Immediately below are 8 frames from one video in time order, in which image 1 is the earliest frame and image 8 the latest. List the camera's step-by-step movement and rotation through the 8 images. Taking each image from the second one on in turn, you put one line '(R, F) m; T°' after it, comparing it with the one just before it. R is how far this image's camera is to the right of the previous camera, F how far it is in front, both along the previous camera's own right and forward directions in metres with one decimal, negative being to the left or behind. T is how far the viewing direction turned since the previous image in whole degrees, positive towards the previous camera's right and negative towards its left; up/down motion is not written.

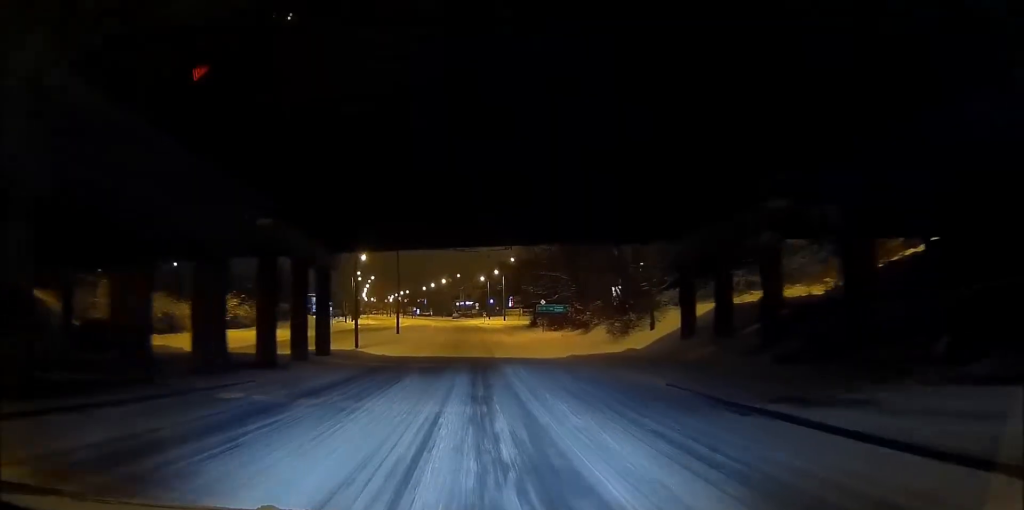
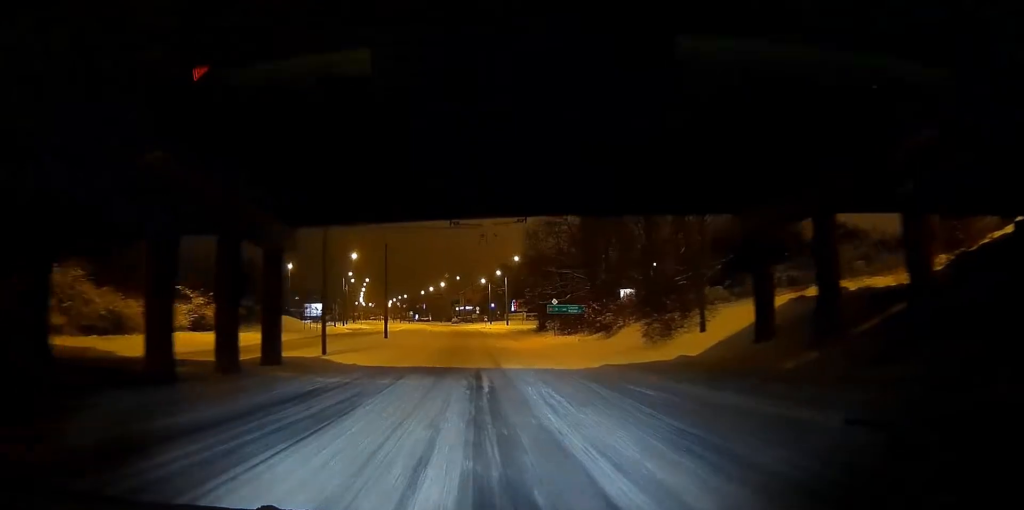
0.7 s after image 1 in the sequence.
(+0.1, +9.2) m; 0°
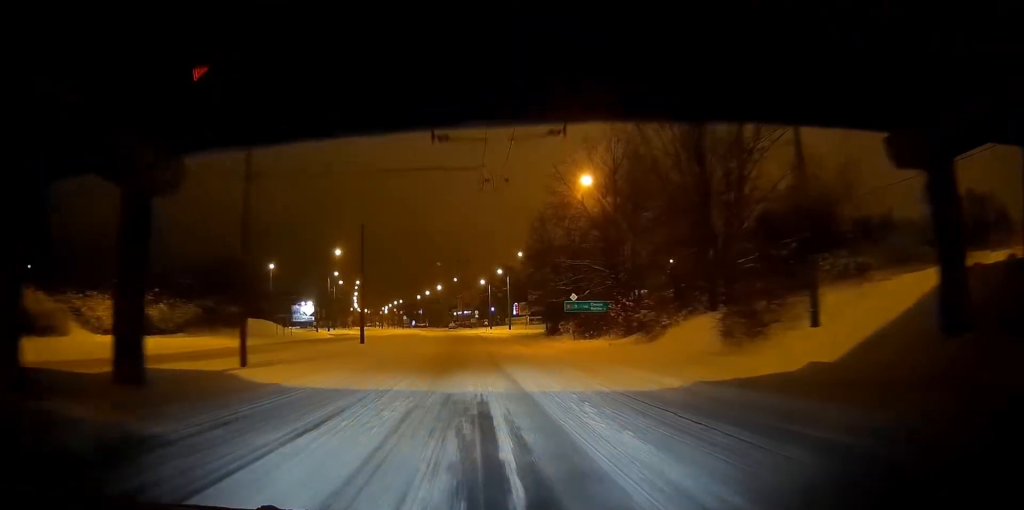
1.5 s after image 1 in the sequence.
(+0.1, +11.4) m; 0°
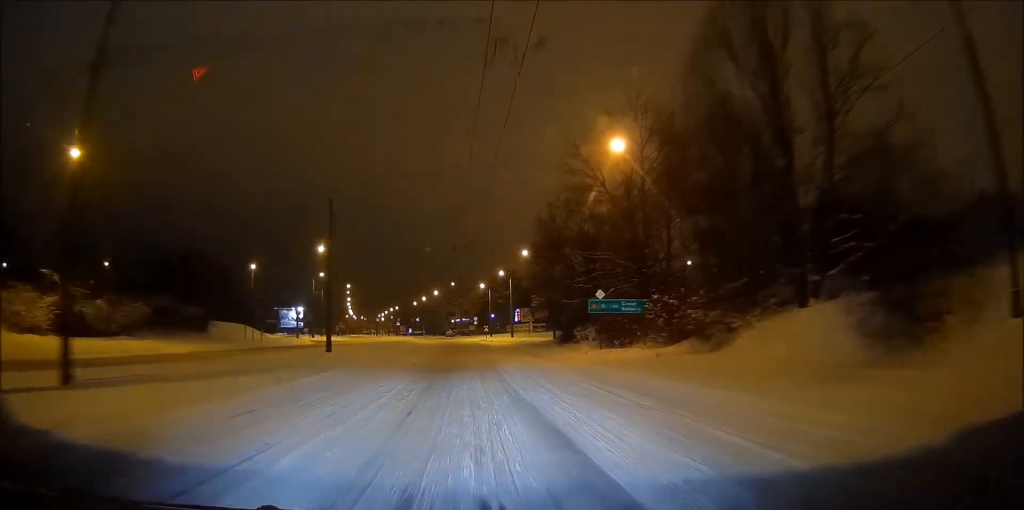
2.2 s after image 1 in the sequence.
(0.0, +10.1) m; 0°
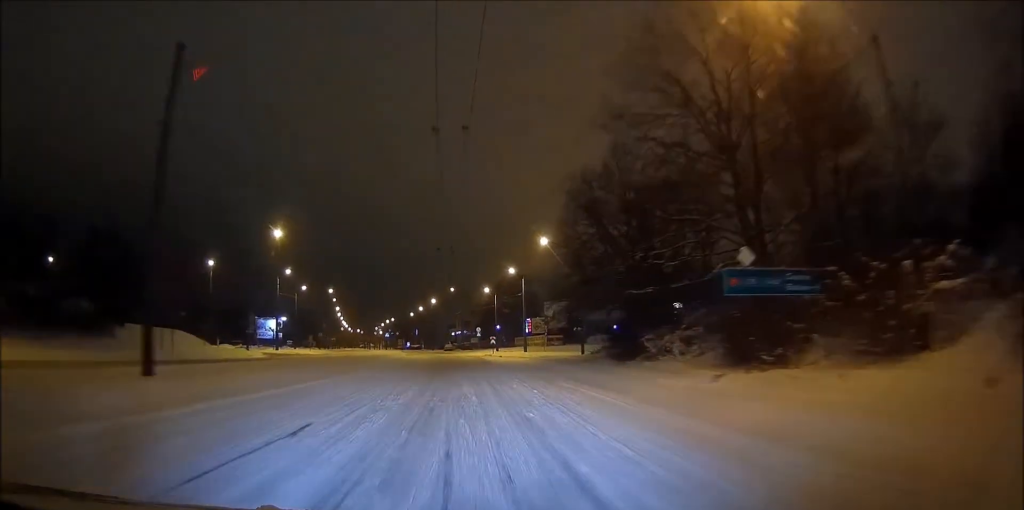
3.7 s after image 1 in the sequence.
(0.0, +20.3) m; +1°
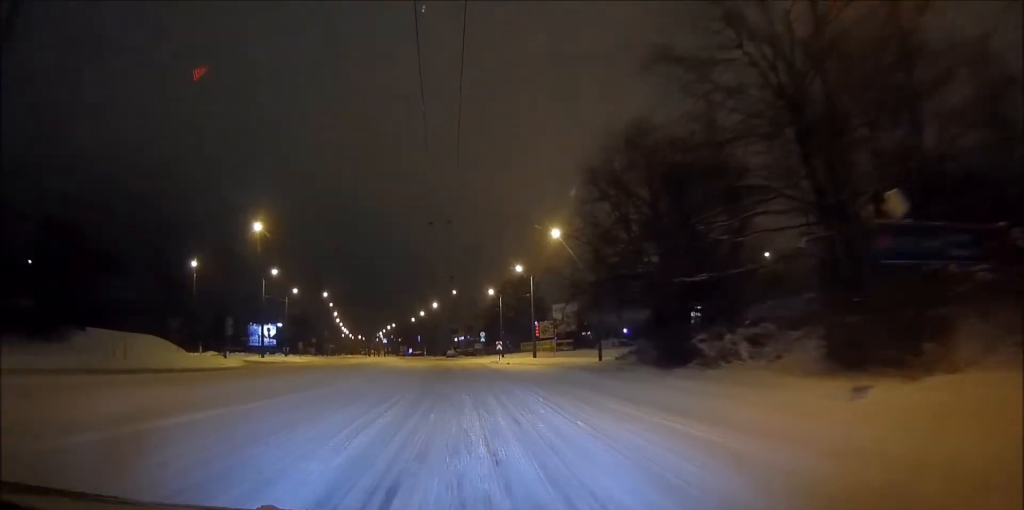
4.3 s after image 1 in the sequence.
(0.0, +7.2) m; 0°
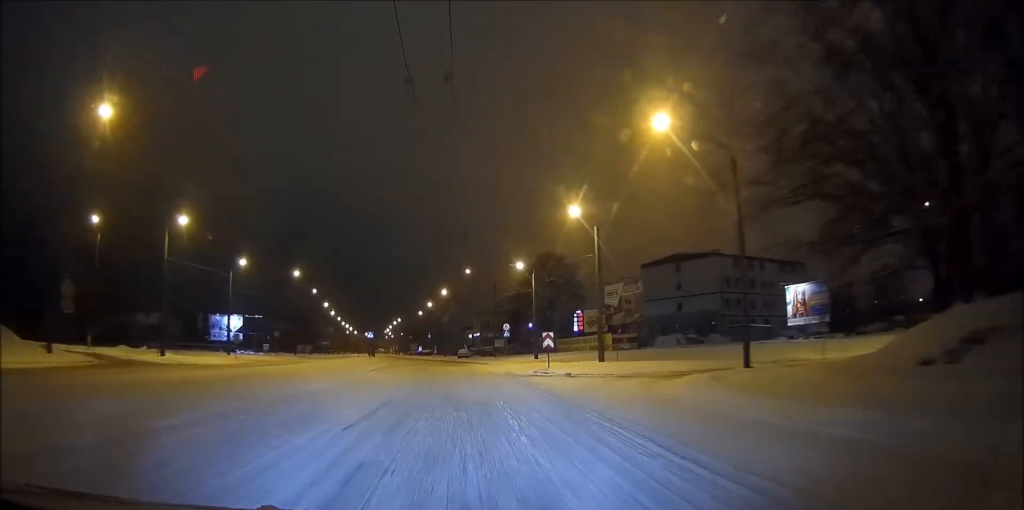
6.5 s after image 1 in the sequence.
(-0.4, +28.9) m; -3°
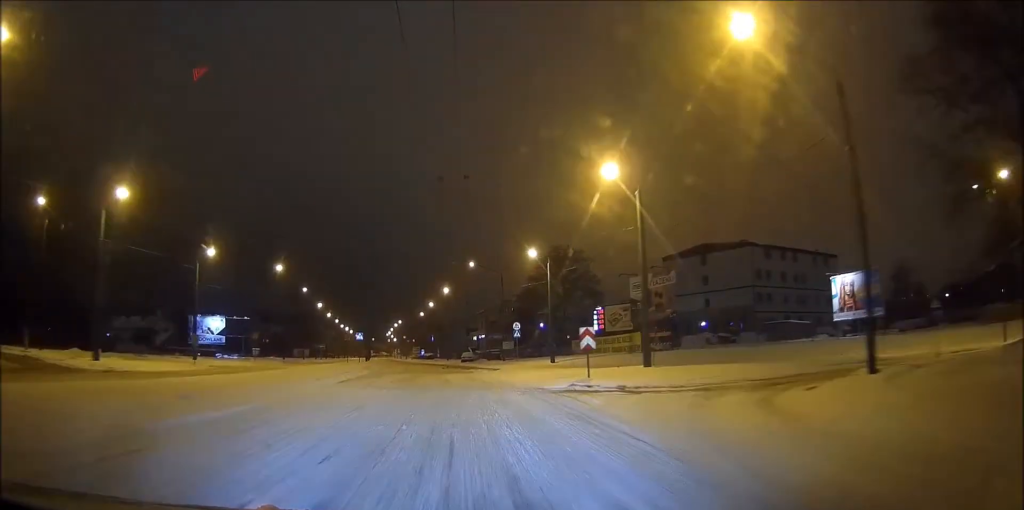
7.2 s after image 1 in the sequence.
(-0.1, +9.5) m; -1°
